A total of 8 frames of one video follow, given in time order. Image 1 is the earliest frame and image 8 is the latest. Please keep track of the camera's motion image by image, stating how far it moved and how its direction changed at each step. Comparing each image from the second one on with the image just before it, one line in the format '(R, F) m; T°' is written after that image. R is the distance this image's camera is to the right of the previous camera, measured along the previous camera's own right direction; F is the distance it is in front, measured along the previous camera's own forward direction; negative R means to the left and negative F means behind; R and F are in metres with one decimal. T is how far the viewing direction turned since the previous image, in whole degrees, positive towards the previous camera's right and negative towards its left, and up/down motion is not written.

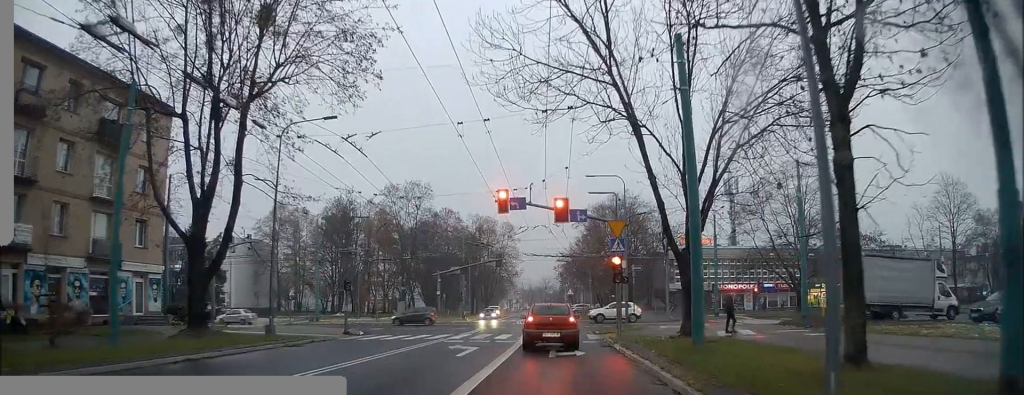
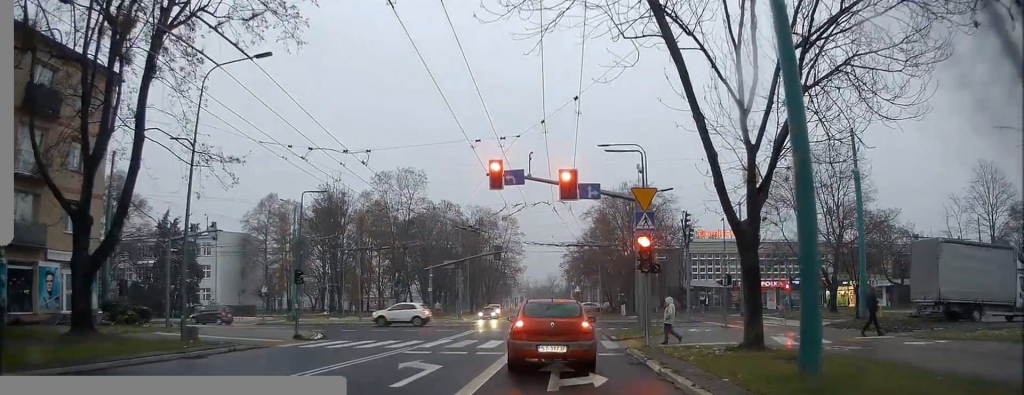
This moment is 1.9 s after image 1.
(+0.3, +7.5) m; -5°
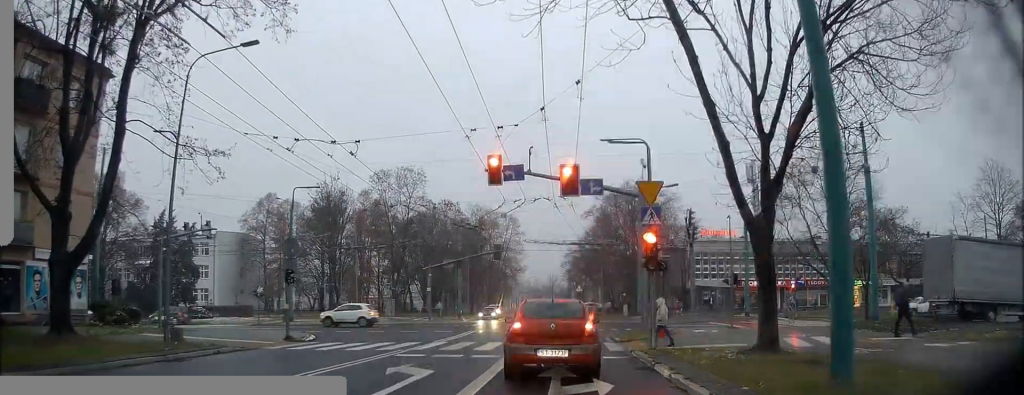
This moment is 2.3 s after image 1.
(0.0, +1.1) m; -1°
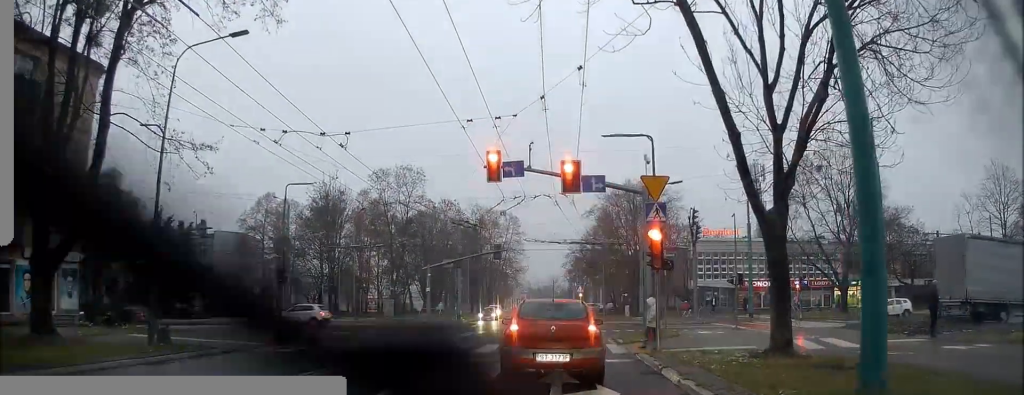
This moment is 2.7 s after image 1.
(0.0, +1.0) m; -1°
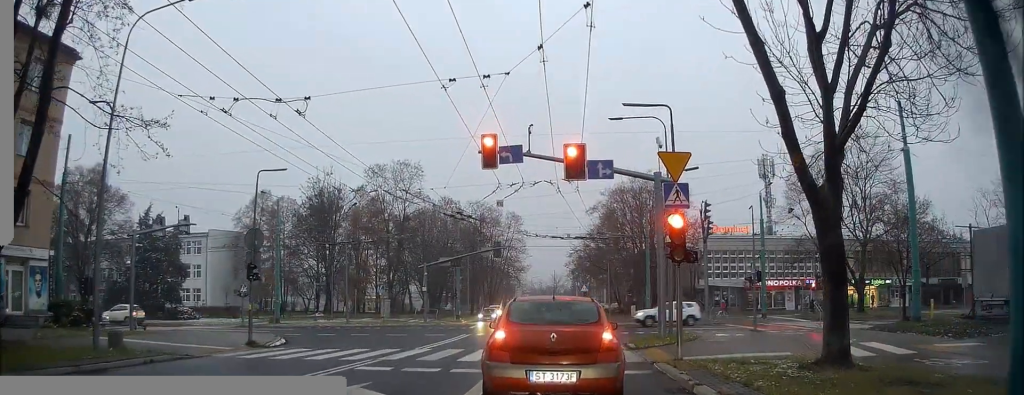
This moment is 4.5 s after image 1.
(-0.1, +2.6) m; 0°
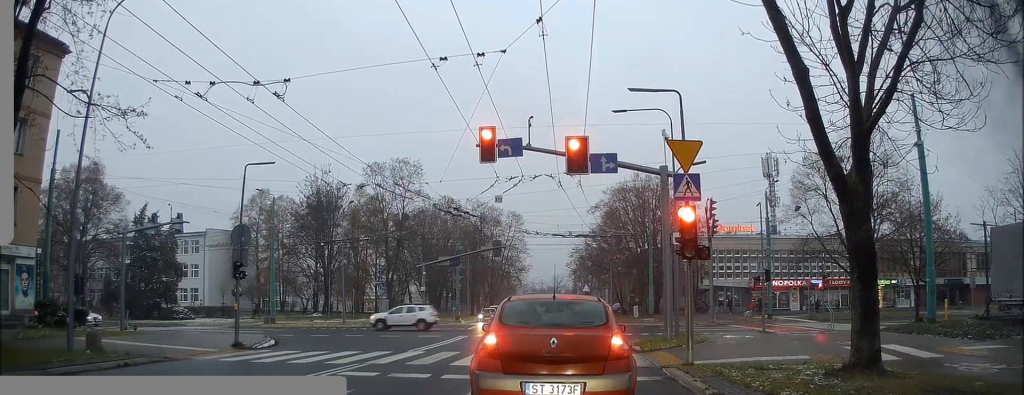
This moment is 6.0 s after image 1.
(-0.6, +1.3) m; 0°
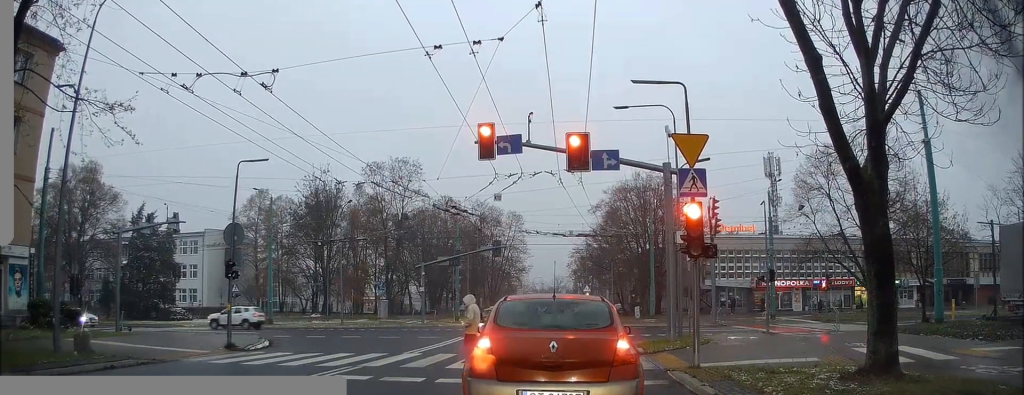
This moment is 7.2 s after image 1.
(-0.5, +0.8) m; 0°
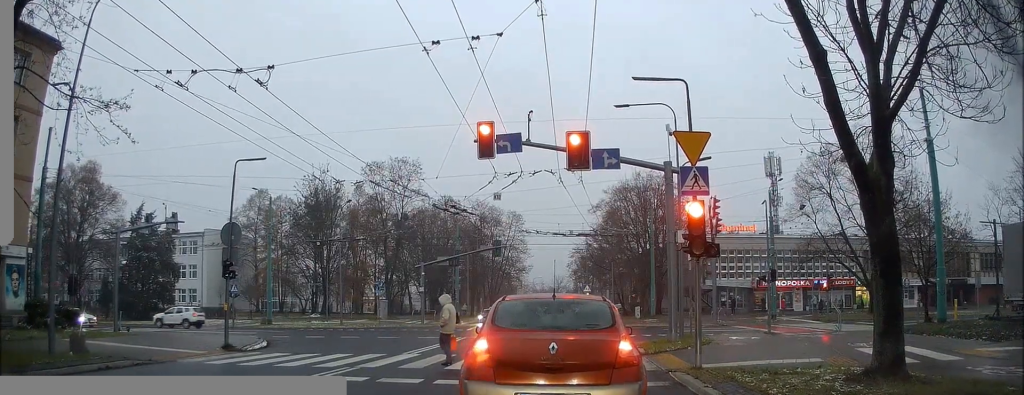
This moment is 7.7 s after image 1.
(-0.1, +0.3) m; 0°
